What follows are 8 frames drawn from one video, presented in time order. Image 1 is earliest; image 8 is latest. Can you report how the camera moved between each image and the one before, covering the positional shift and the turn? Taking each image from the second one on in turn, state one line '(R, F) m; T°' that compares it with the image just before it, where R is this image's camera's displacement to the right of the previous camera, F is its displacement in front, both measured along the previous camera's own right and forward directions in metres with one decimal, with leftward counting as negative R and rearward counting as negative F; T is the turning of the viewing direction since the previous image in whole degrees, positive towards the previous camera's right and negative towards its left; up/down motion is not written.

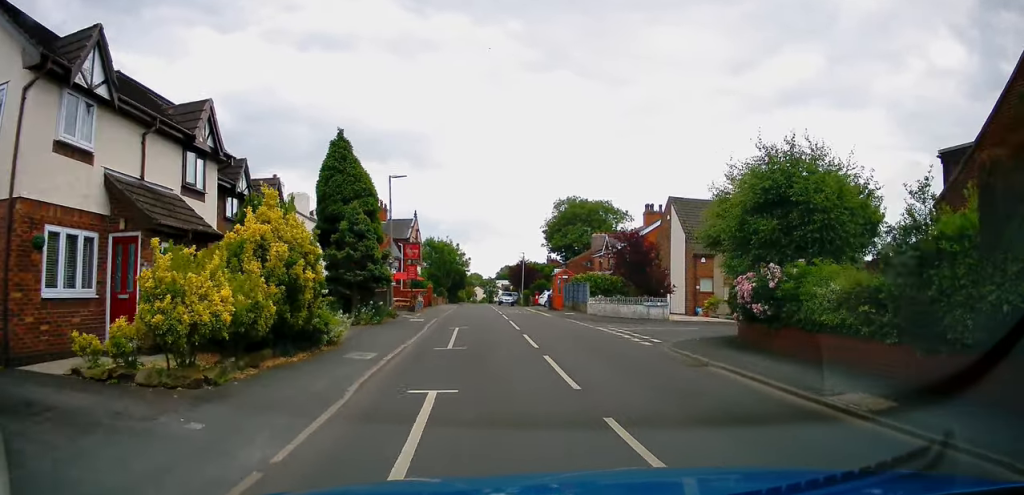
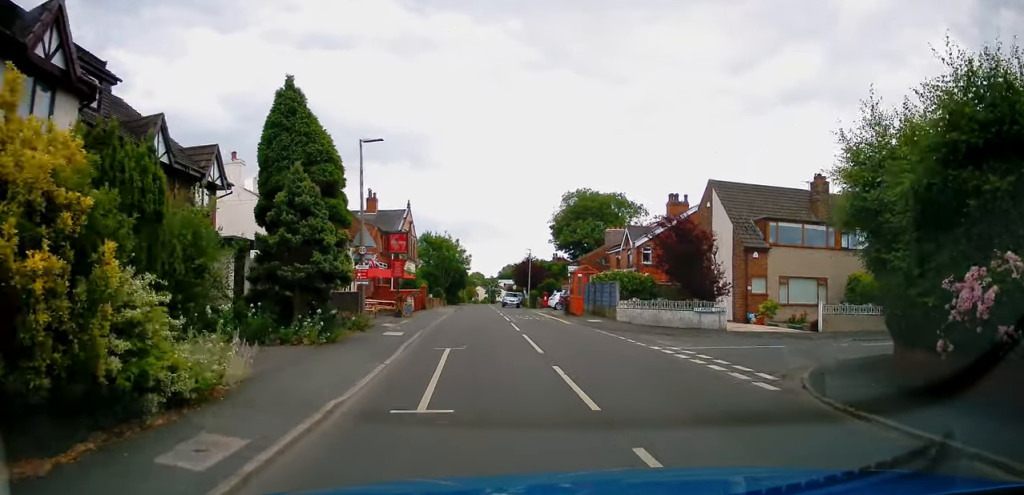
(+0.1, +6.7) m; 0°
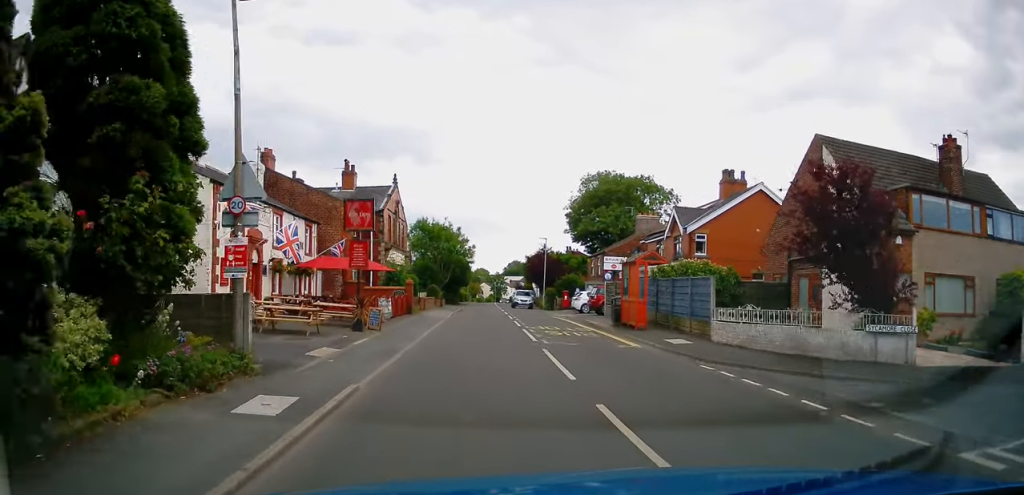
(-0.1, +10.7) m; -2°
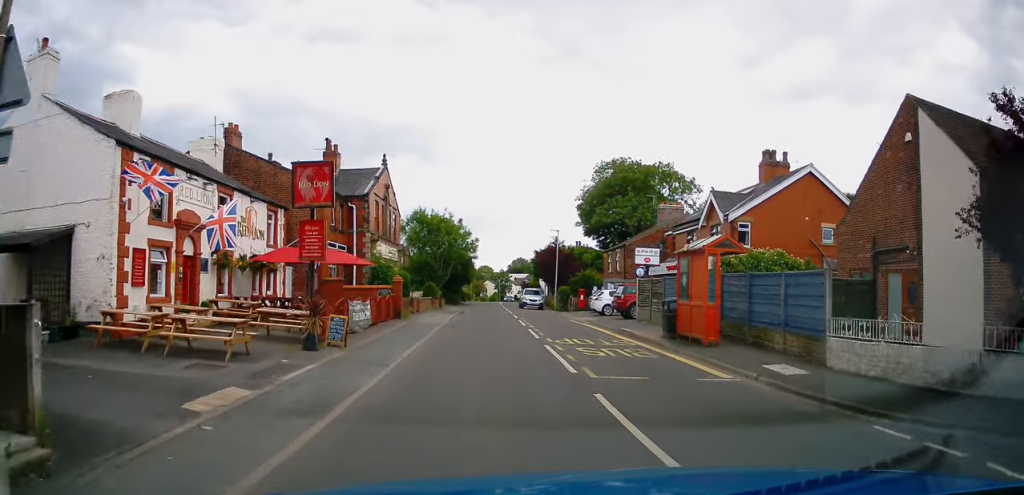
(-0.1, +5.6) m; -1°
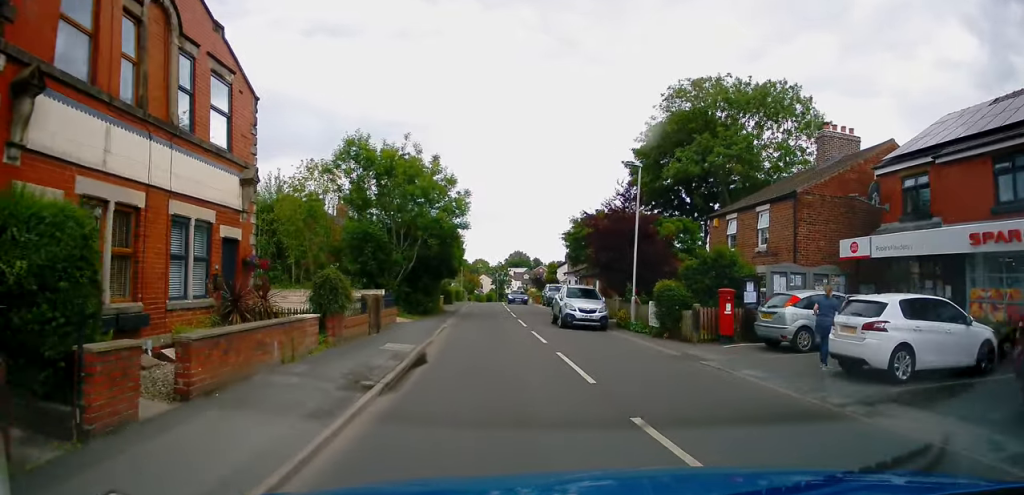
(+0.4, +24.9) m; +2°
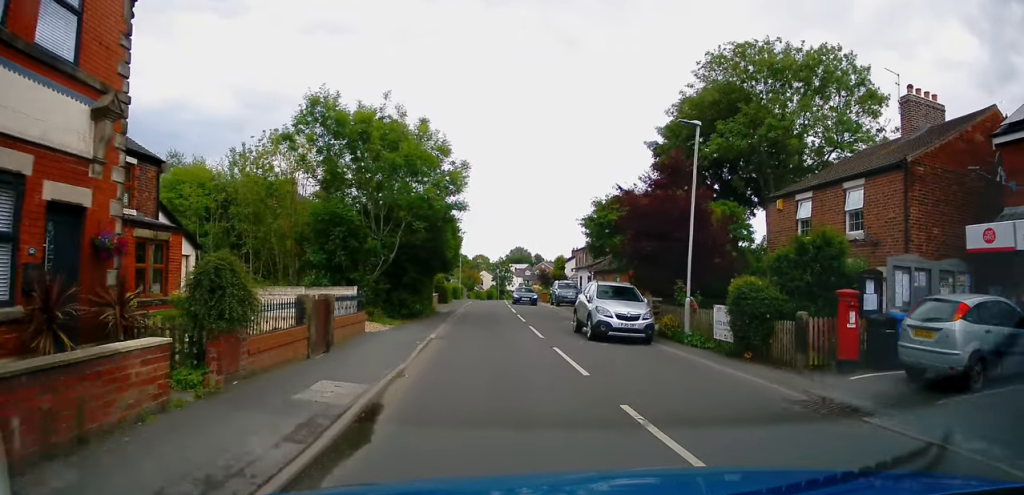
(-0.1, +5.7) m; 0°
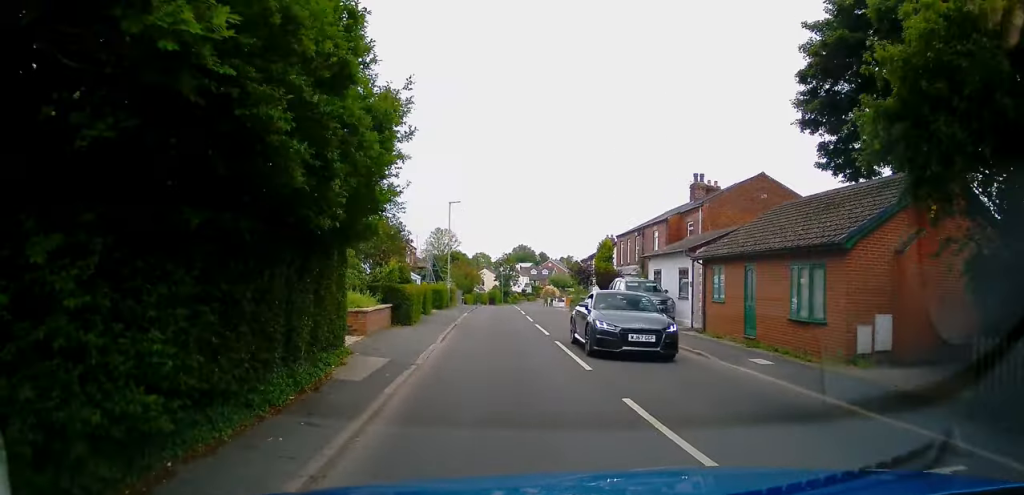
(-0.1, +20.8) m; 0°
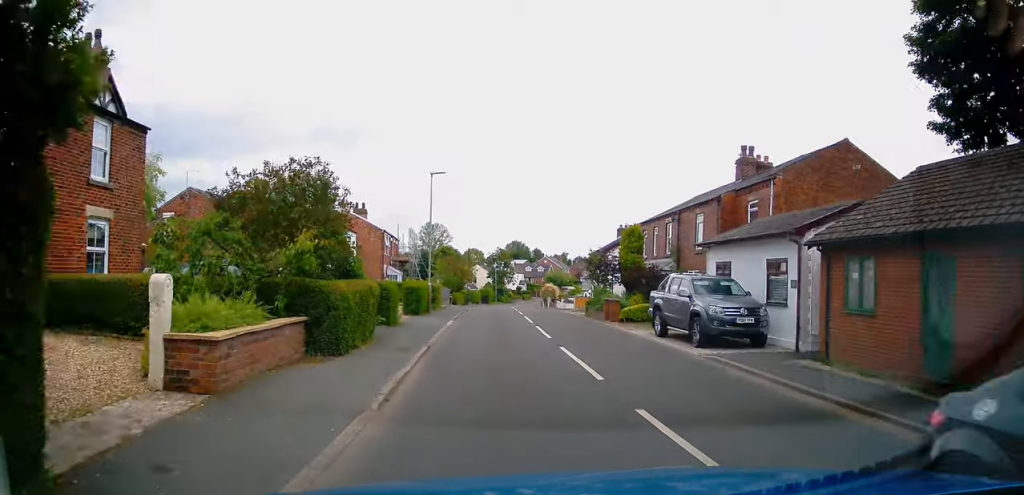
(-0.2, +8.5) m; +1°
